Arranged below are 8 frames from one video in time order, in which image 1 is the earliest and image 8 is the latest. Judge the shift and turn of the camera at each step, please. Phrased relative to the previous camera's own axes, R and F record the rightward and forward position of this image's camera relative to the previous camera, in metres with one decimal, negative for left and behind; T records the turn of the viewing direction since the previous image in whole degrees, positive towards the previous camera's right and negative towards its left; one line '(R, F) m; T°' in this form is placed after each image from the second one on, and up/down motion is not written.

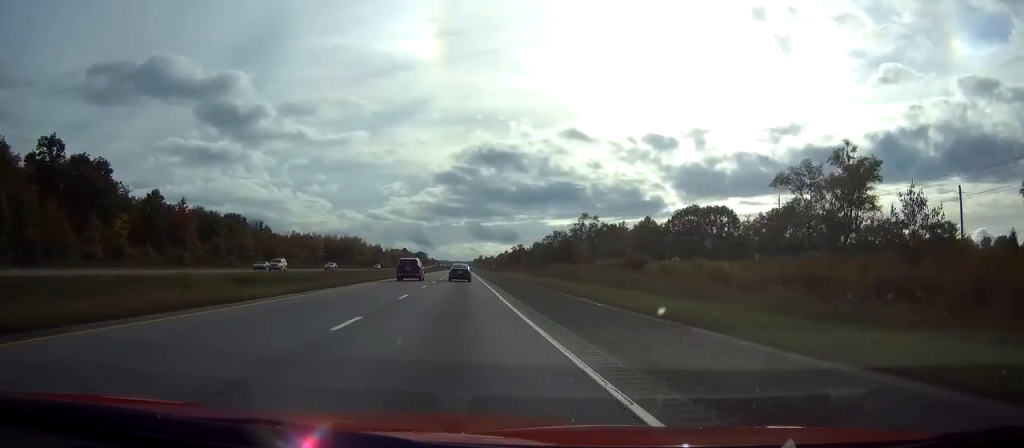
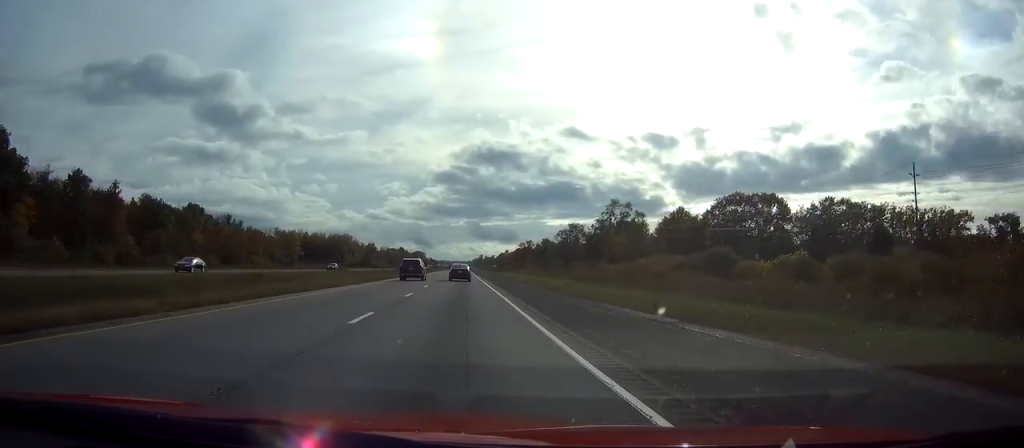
(0.0, +34.1) m; 0°
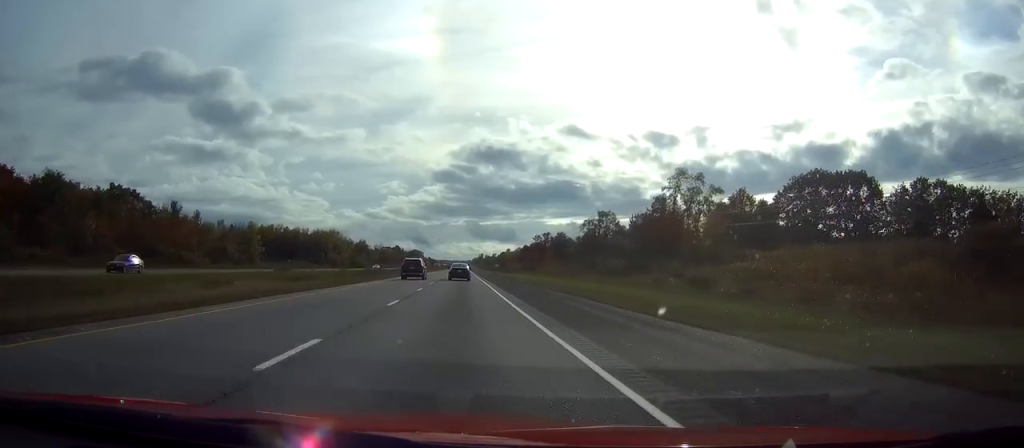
(0.0, +42.2) m; 0°
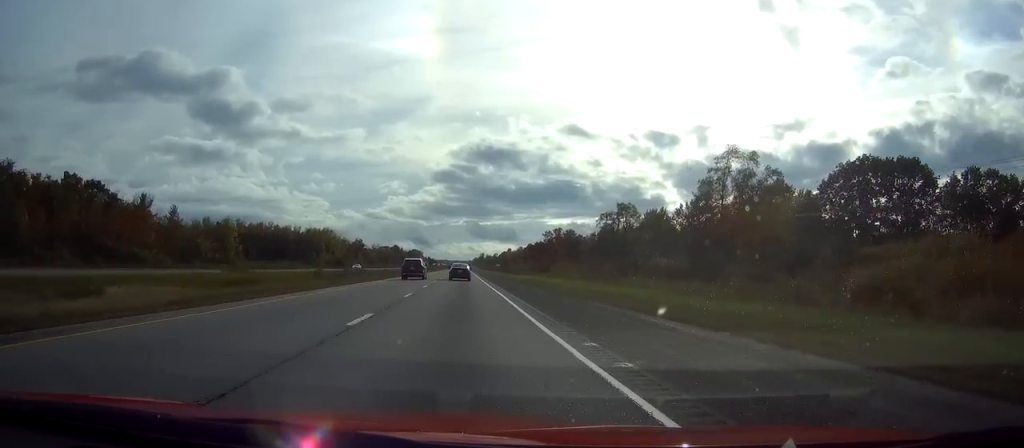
(0.0, +18.3) m; 0°
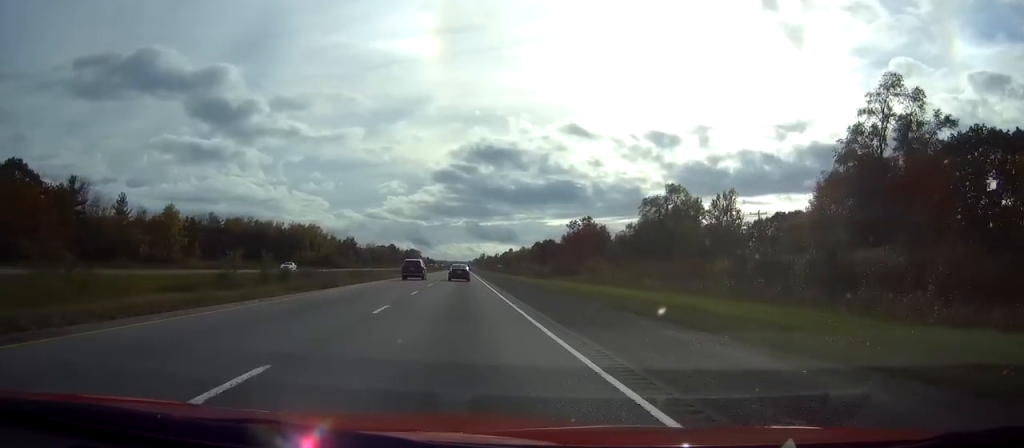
(0.0, +32.1) m; 0°
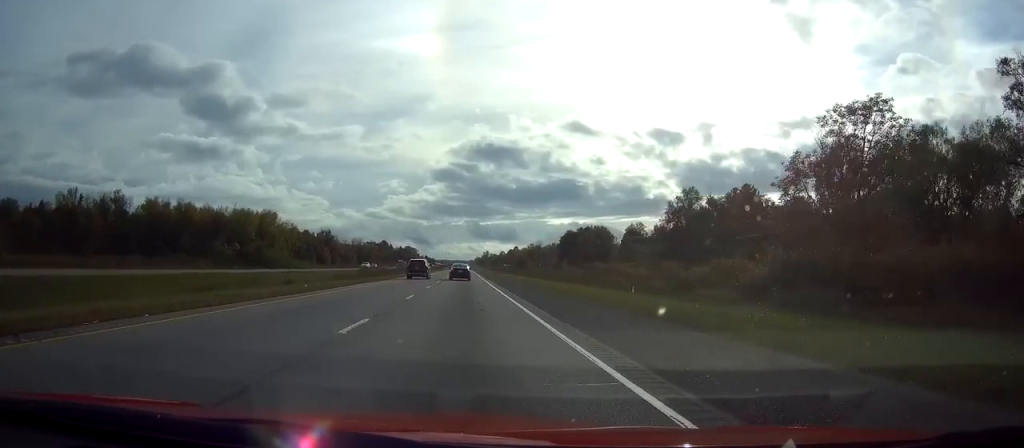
(0.0, +77.1) m; 0°
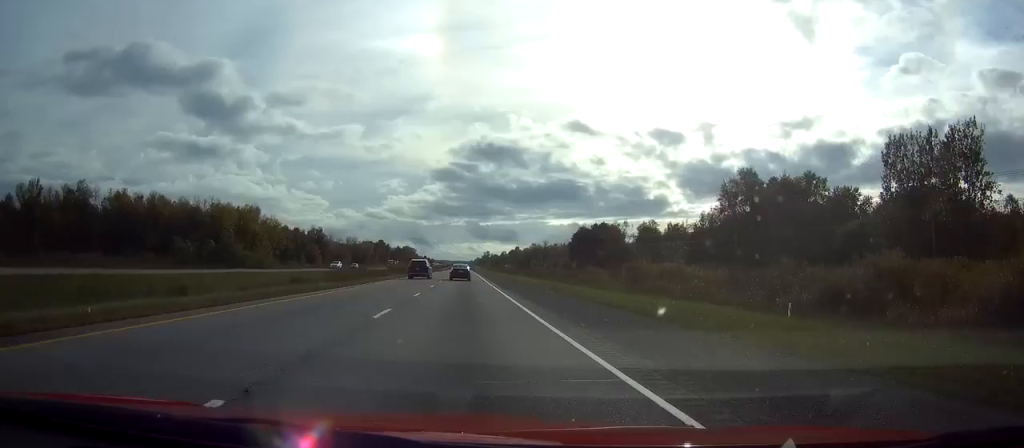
(0.0, +20.7) m; 0°
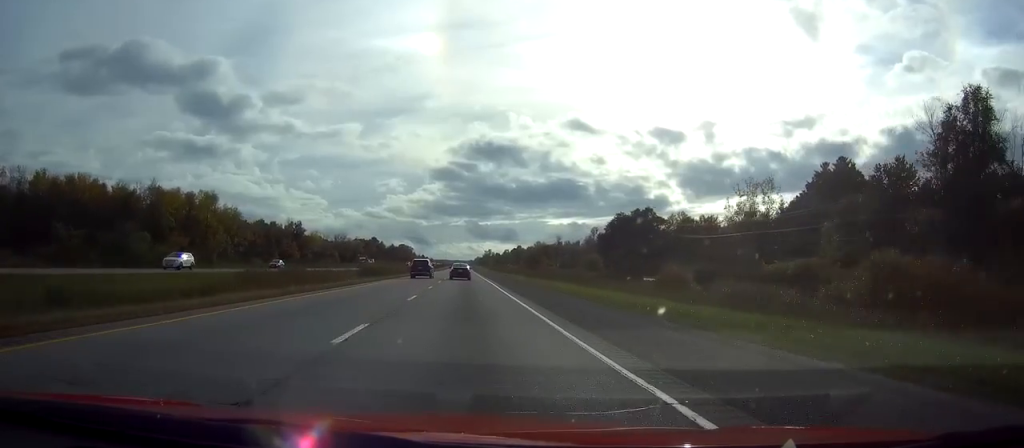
(+0.1, +40.4) m; 0°
